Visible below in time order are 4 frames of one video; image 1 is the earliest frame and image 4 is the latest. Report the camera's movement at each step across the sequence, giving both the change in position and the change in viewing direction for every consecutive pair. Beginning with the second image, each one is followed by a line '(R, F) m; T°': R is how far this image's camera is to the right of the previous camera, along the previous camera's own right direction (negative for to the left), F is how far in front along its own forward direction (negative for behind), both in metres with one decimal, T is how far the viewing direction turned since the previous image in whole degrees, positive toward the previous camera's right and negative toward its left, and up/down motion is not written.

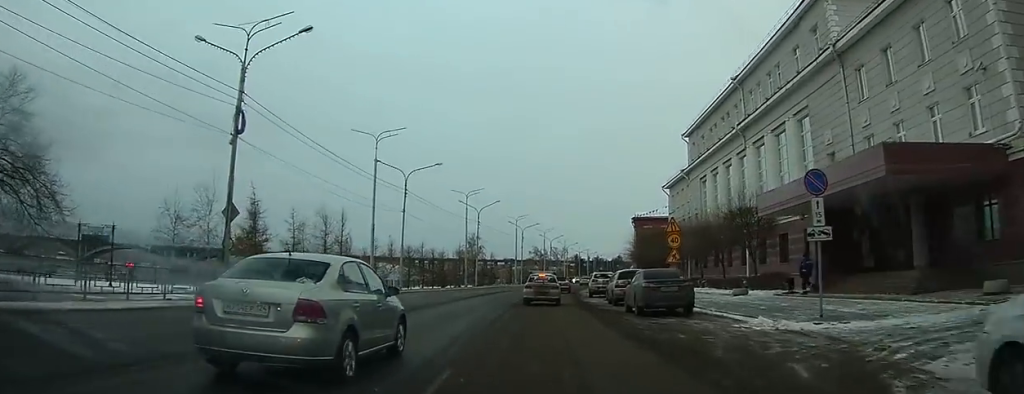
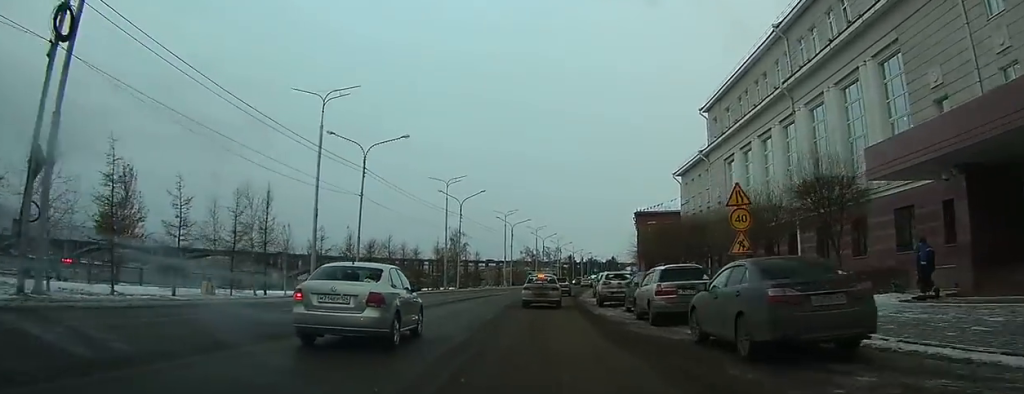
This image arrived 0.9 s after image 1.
(+0.6, +9.8) m; +4°
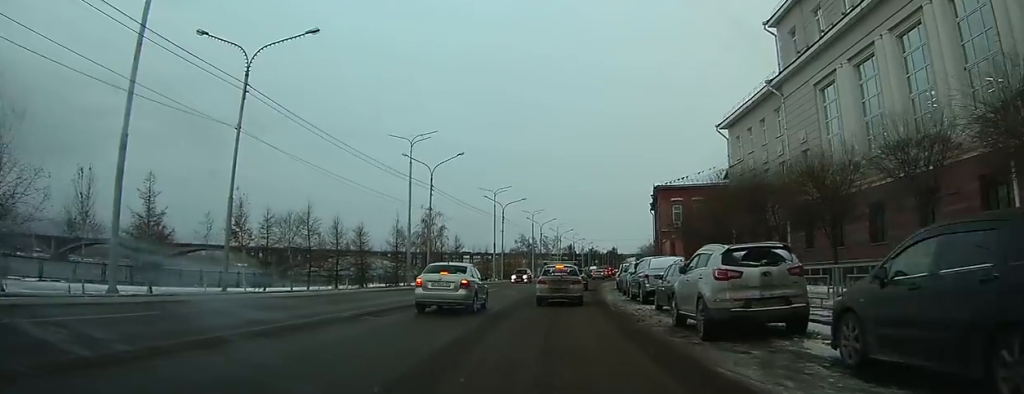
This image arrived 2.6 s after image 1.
(-0.2, +18.4) m; -5°
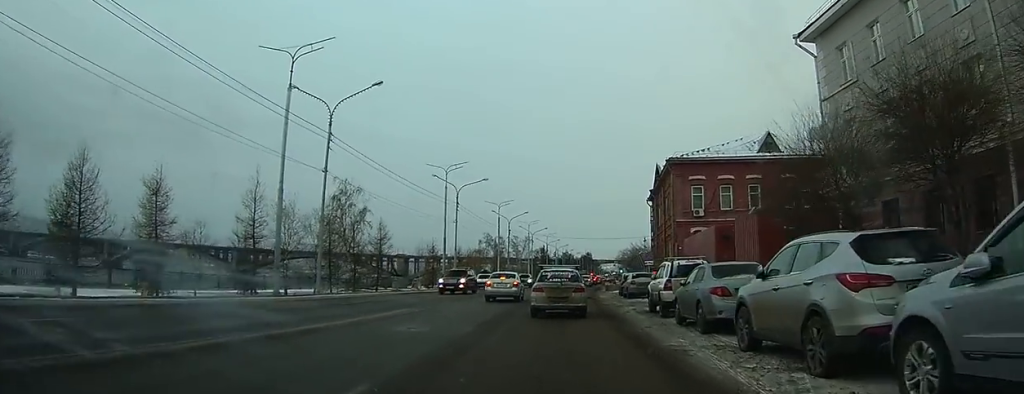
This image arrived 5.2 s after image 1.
(-0.8, +19.9) m; -1°
